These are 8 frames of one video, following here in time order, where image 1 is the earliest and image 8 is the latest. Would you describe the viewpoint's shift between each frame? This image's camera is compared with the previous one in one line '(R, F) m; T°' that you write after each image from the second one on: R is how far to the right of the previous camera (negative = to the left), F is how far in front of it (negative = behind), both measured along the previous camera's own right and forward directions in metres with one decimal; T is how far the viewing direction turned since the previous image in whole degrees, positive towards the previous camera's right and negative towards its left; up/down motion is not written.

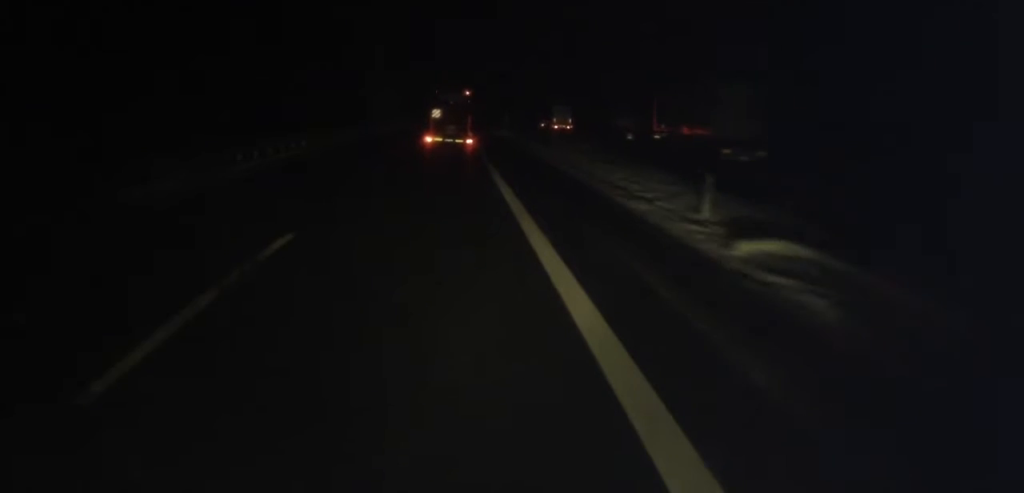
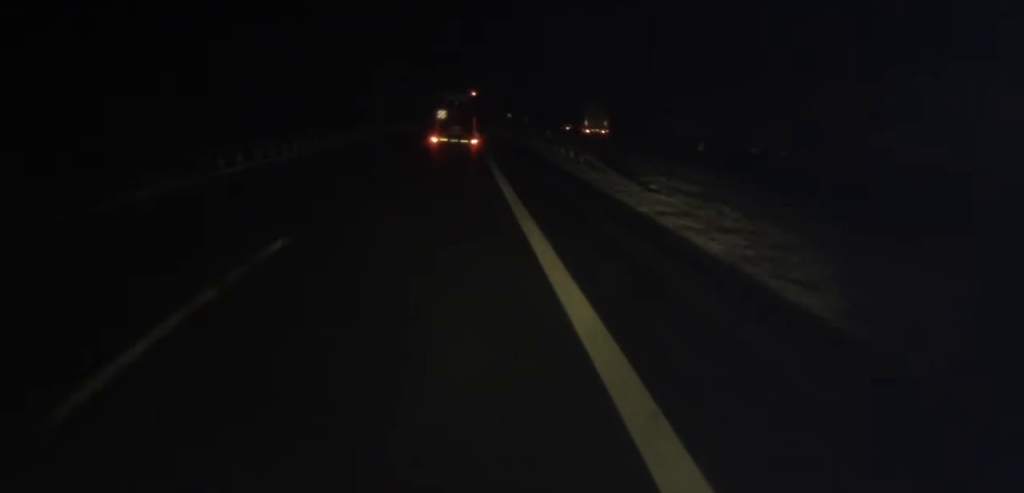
(+0.2, +18.6) m; +2°
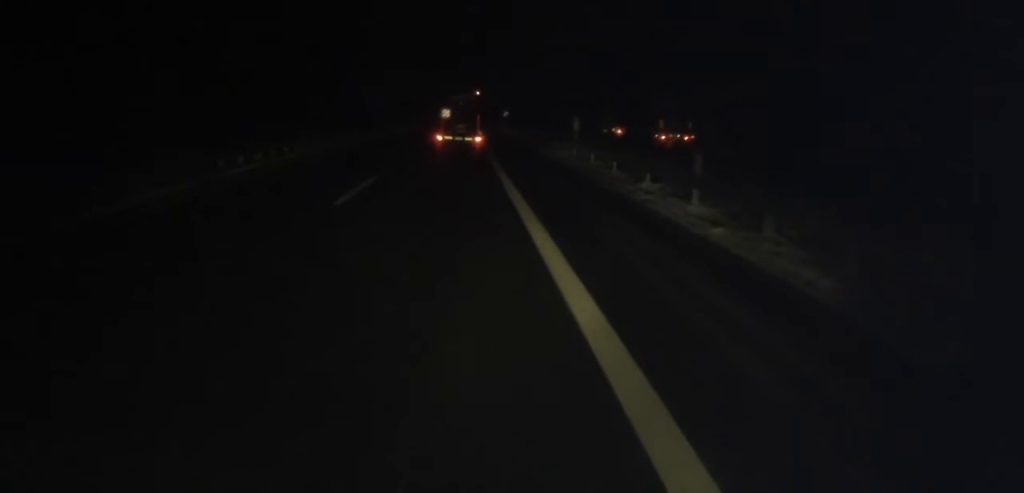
(+0.4, +26.1) m; 0°
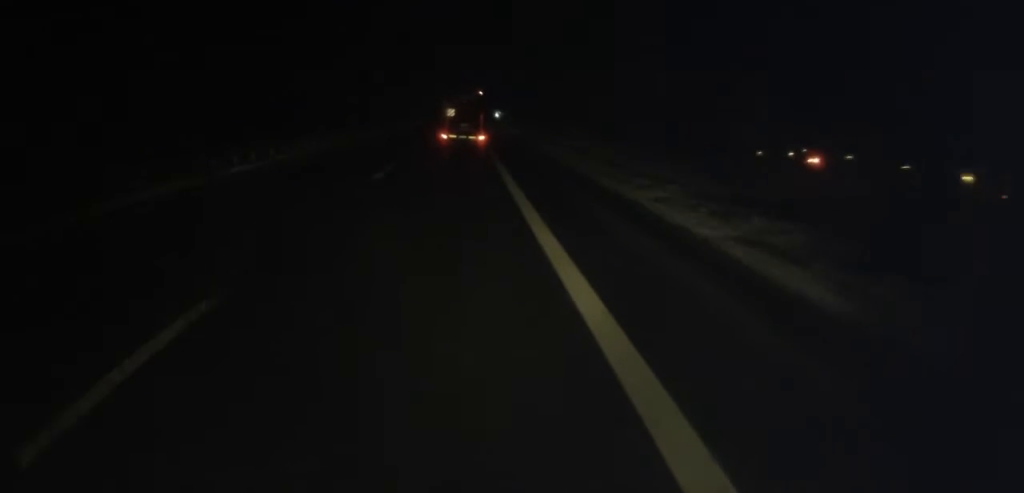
(-1.0, +30.6) m; -2°
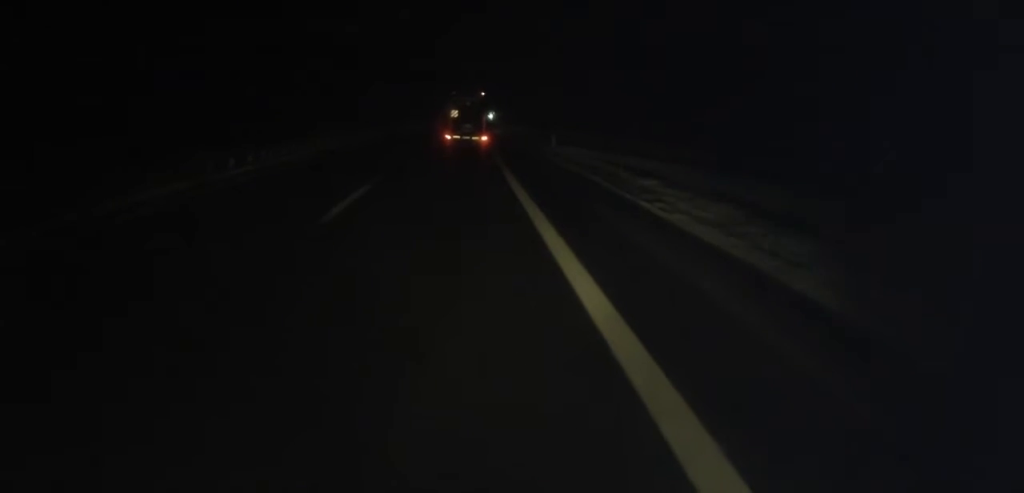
(-0.1, +24.5) m; +1°
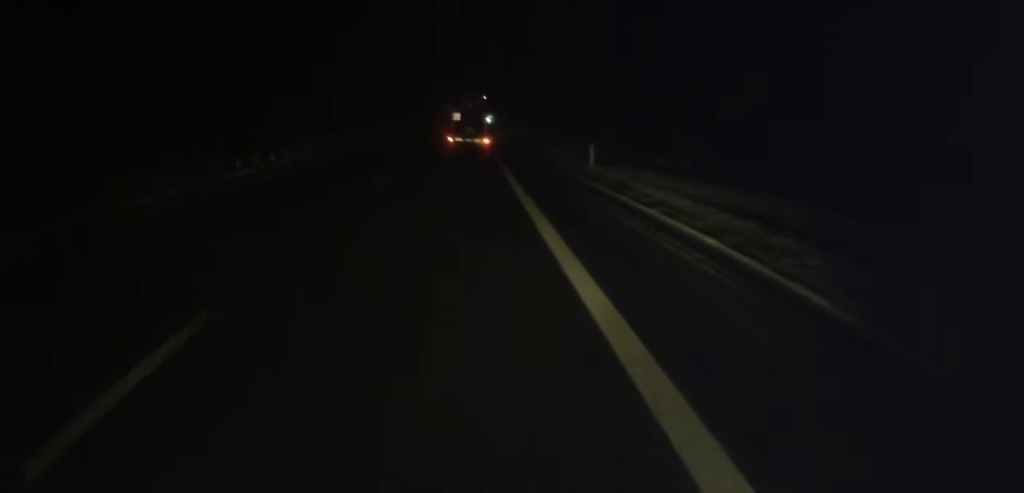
(+0.1, +11.4) m; +1°
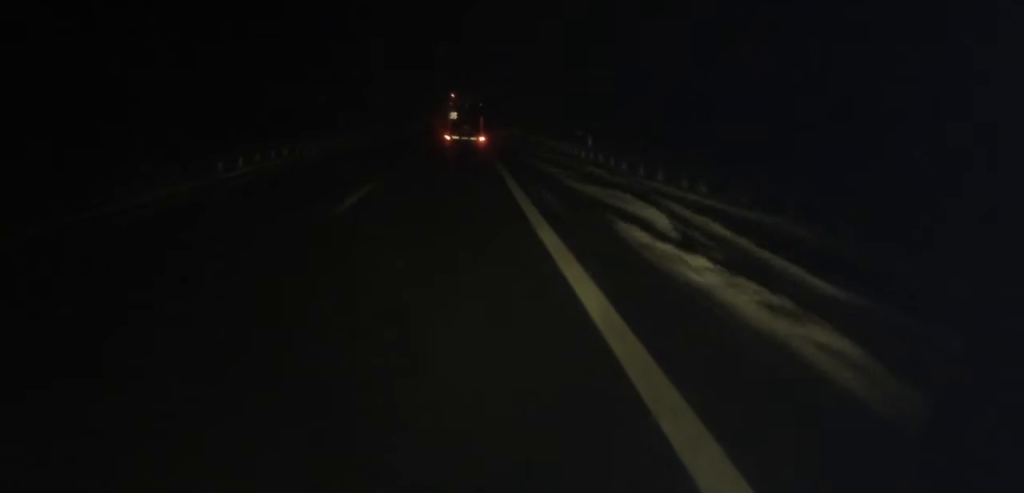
(+0.3, +41.2) m; 0°
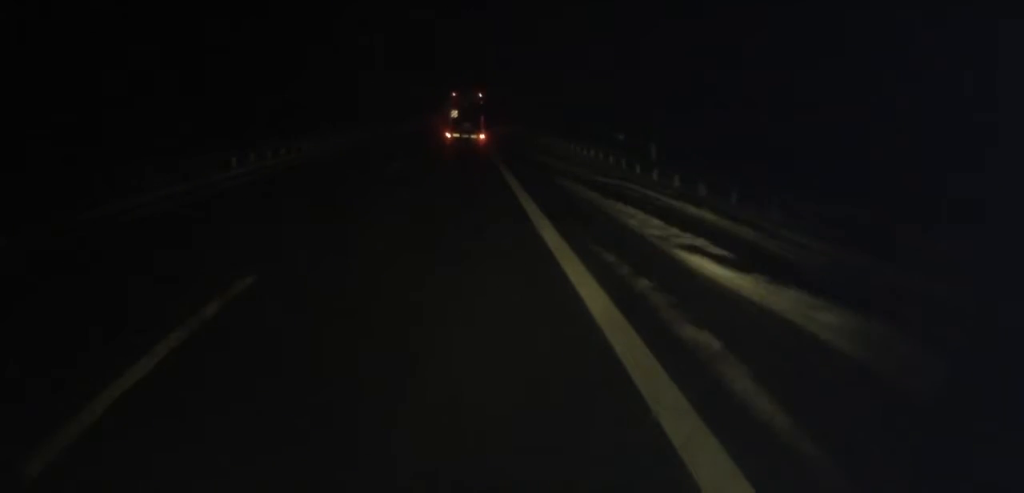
(0.0, +10.7) m; 0°
